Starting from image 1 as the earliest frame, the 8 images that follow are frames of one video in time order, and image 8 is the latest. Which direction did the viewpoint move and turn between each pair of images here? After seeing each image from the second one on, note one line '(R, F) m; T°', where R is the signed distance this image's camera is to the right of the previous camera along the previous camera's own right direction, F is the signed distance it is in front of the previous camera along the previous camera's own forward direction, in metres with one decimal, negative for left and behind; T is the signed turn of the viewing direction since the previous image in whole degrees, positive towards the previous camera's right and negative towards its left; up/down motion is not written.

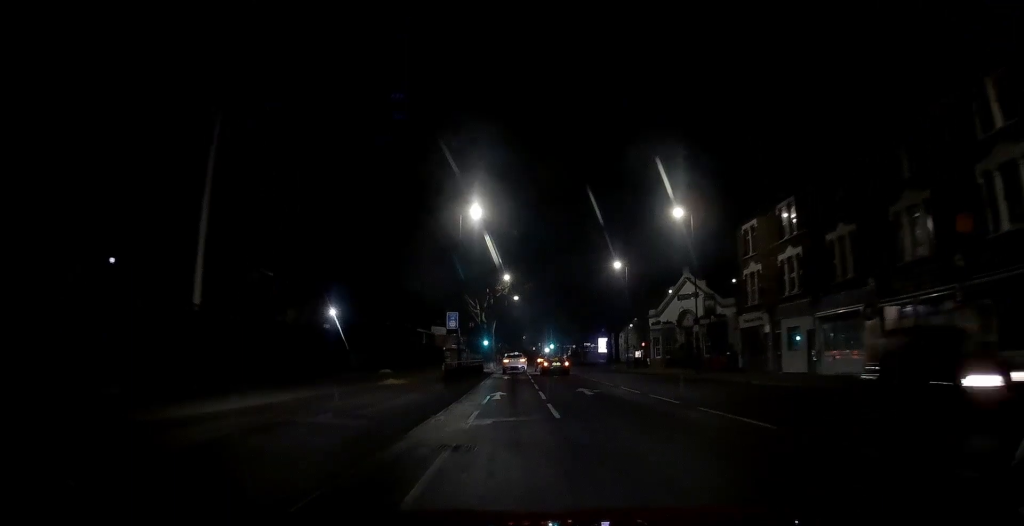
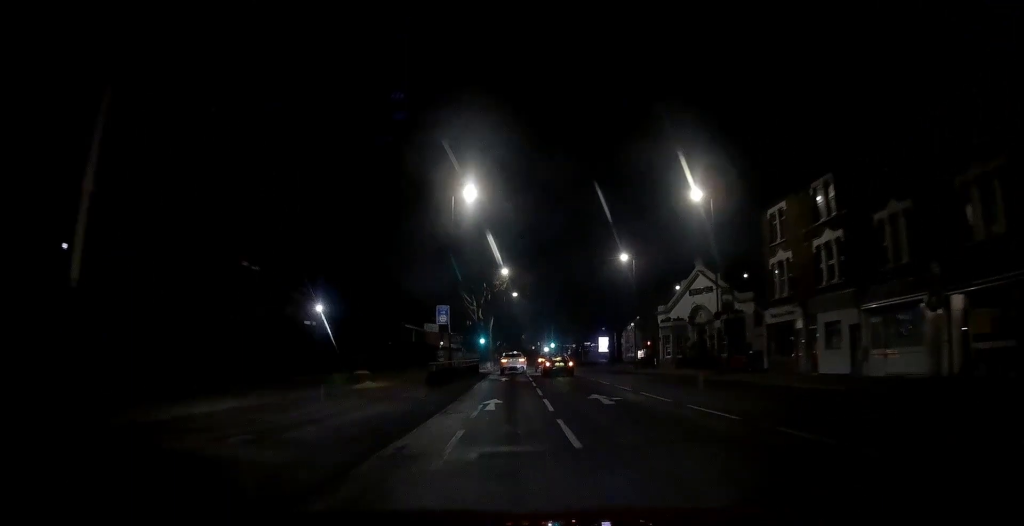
(0.0, +4.4) m; 0°
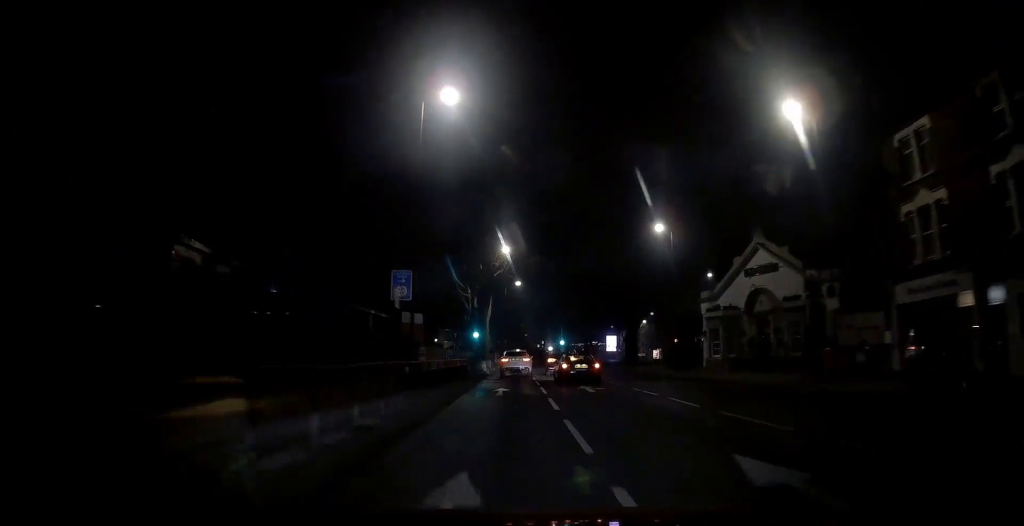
(-0.1, +12.9) m; -1°
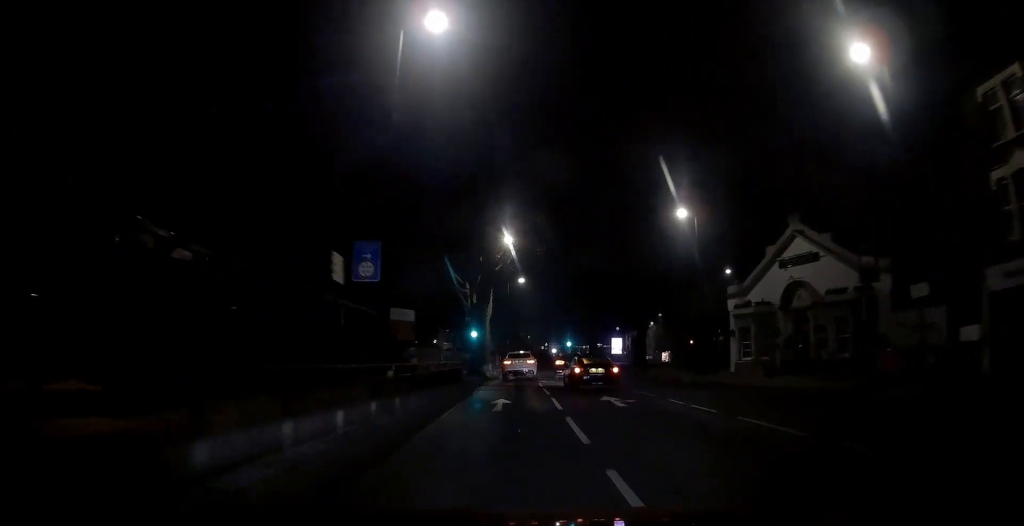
(0.0, +5.1) m; 0°
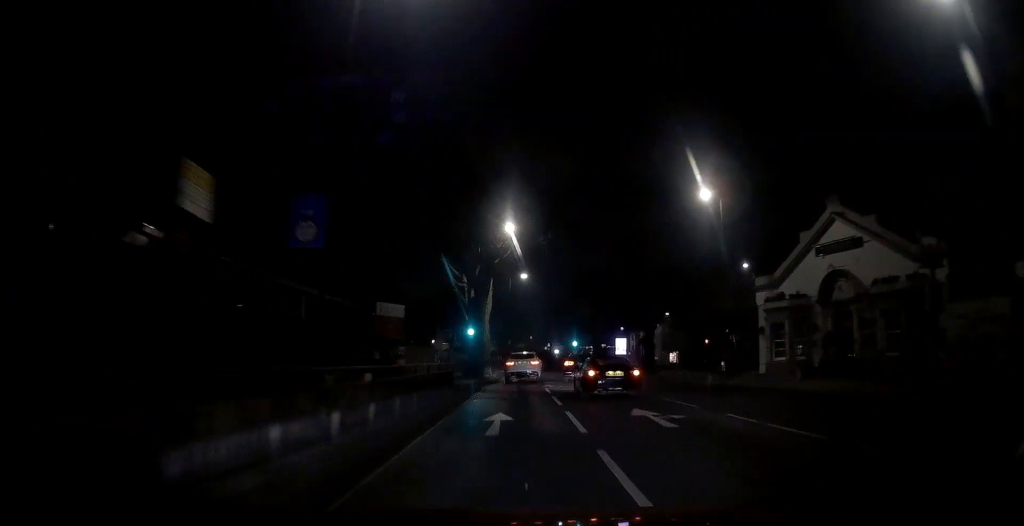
(0.0, +4.5) m; 0°
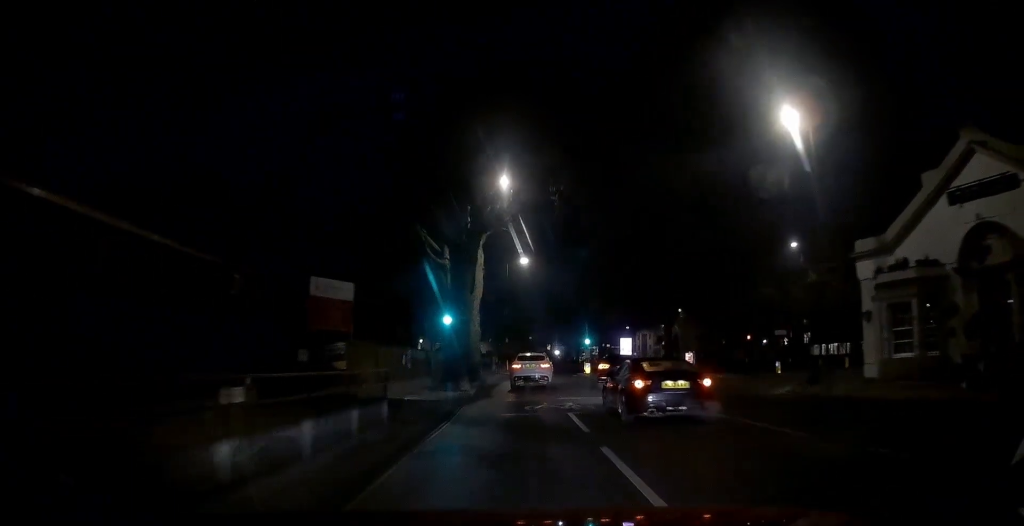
(+0.1, +11.2) m; 0°
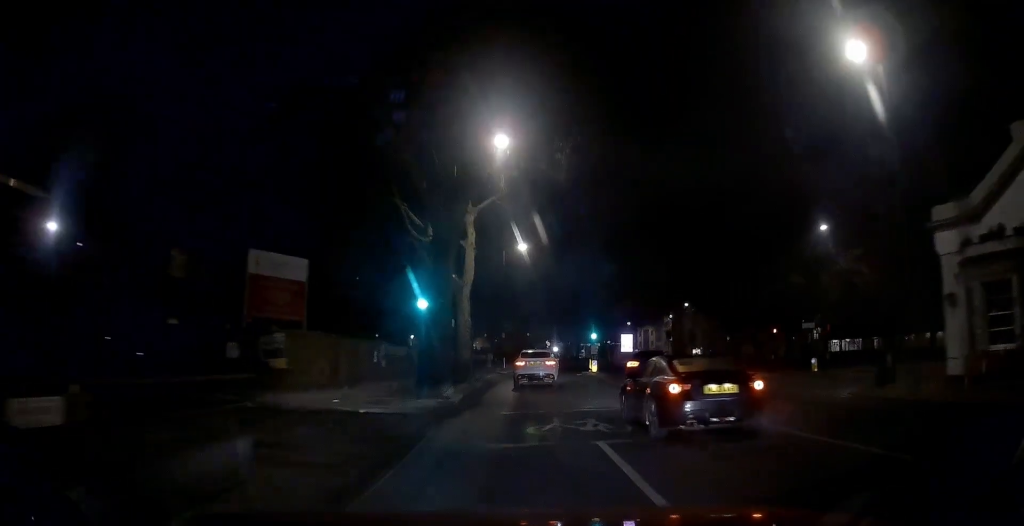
(0.0, +5.5) m; 0°
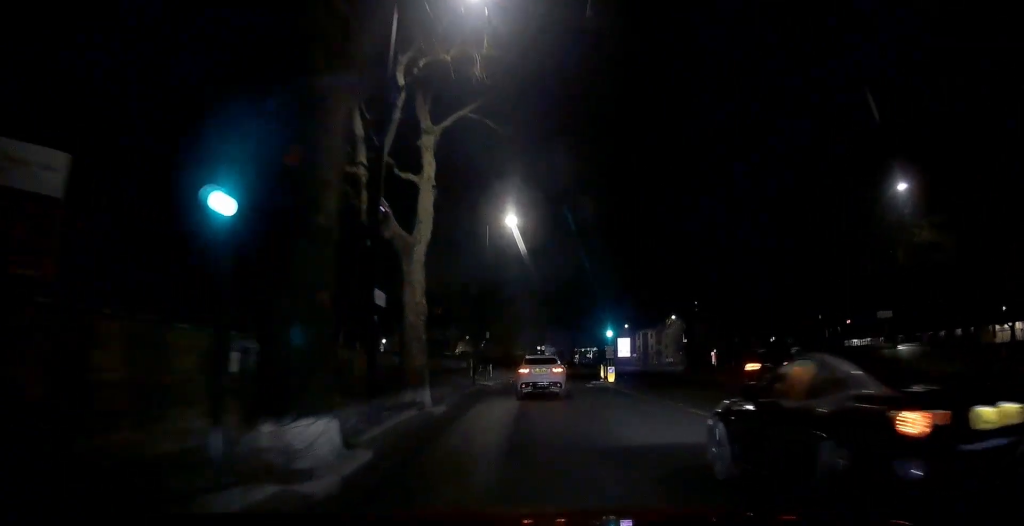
(0.0, +11.4) m; 0°
